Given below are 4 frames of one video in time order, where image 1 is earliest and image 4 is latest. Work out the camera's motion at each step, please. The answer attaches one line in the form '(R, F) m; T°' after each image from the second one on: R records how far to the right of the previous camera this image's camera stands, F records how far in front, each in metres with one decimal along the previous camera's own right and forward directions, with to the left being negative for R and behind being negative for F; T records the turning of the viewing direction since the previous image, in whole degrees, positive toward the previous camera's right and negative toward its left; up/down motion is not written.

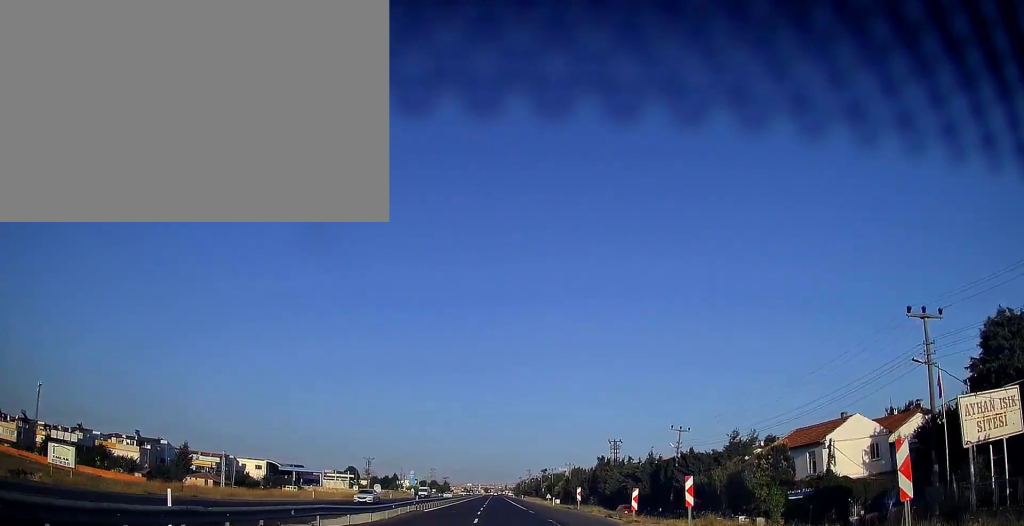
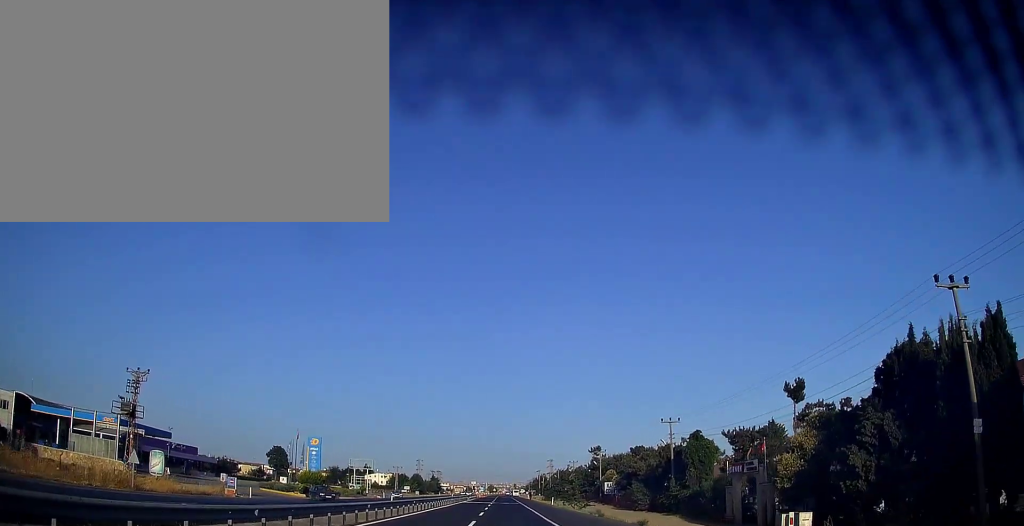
(-0.9, +120.6) m; 0°
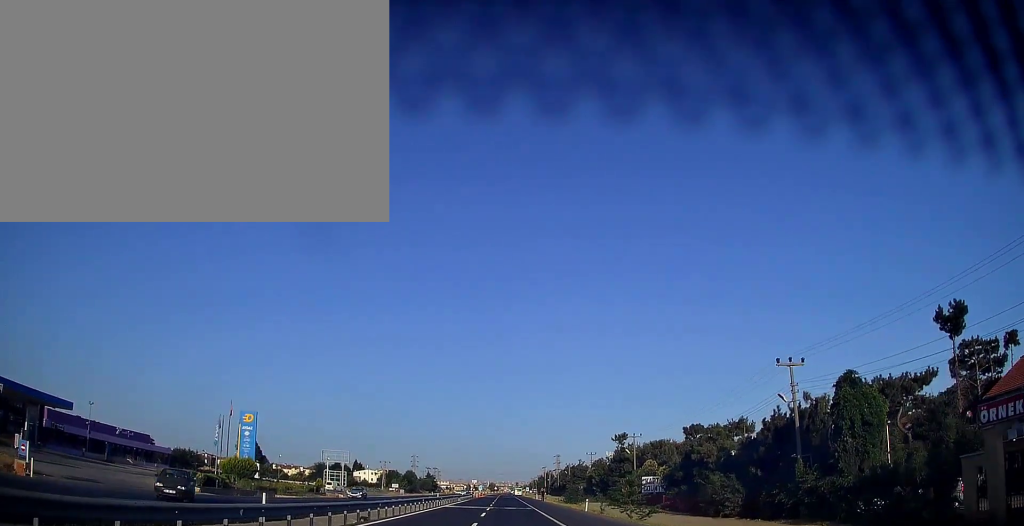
(+0.3, +26.6) m; 0°
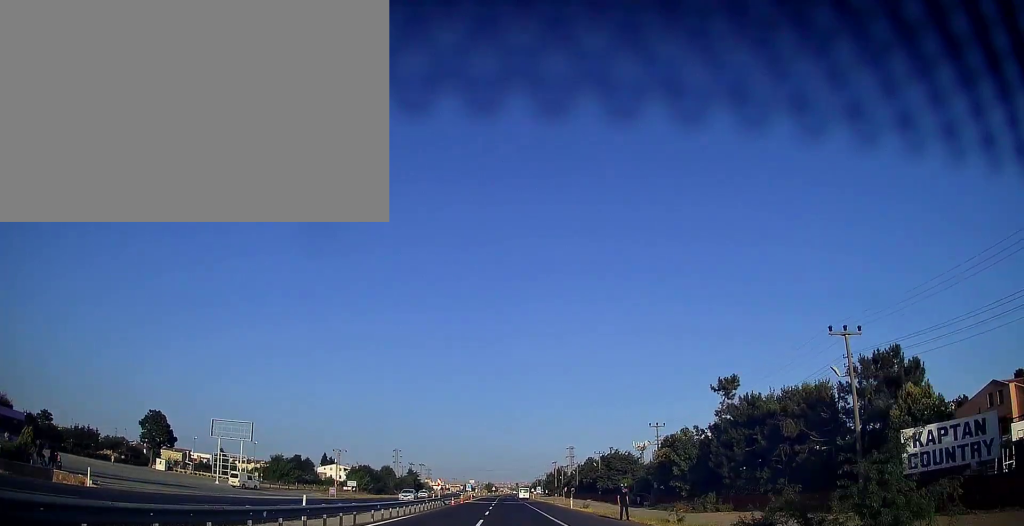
(-0.8, +52.1) m; -1°
